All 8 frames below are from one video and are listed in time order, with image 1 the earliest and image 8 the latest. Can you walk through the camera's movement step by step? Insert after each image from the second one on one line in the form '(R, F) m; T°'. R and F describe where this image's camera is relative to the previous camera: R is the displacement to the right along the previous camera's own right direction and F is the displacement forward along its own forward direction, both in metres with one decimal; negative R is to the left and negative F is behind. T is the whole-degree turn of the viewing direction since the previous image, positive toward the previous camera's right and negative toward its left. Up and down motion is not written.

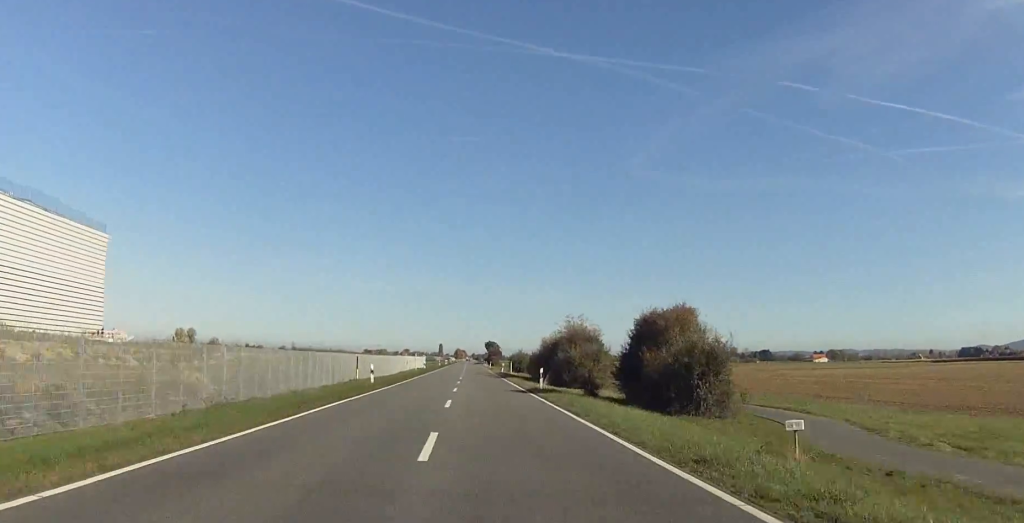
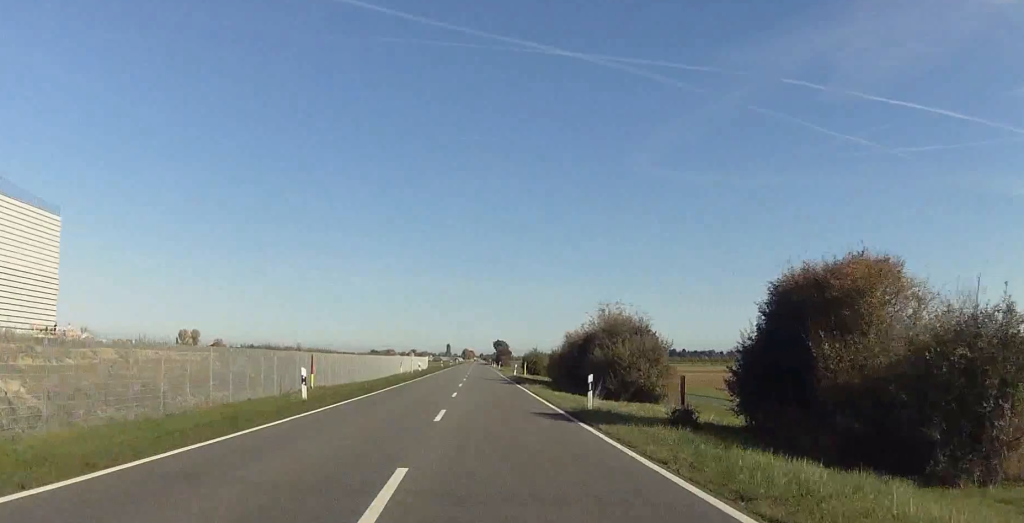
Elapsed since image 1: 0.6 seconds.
(-0.1, +16.8) m; -1°
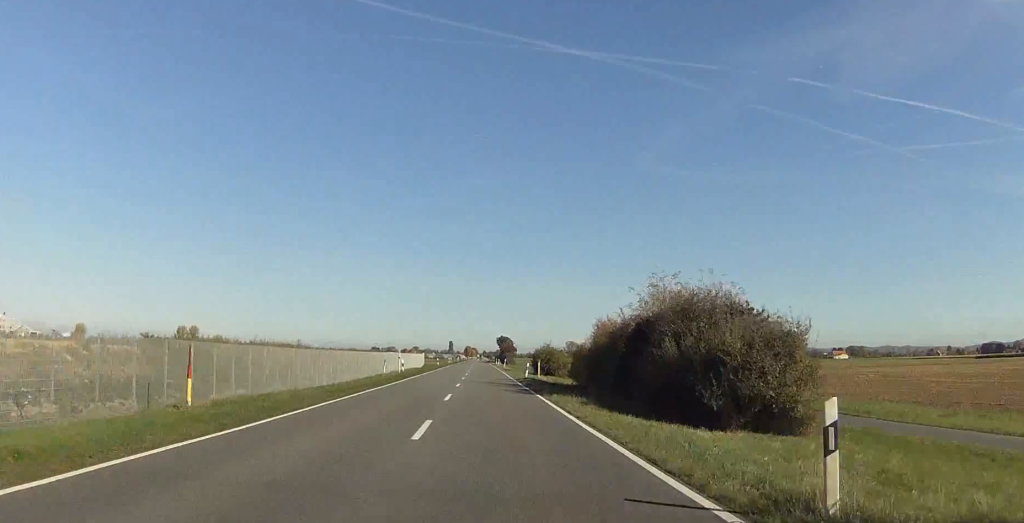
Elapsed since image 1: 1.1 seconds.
(-0.2, +17.0) m; 0°
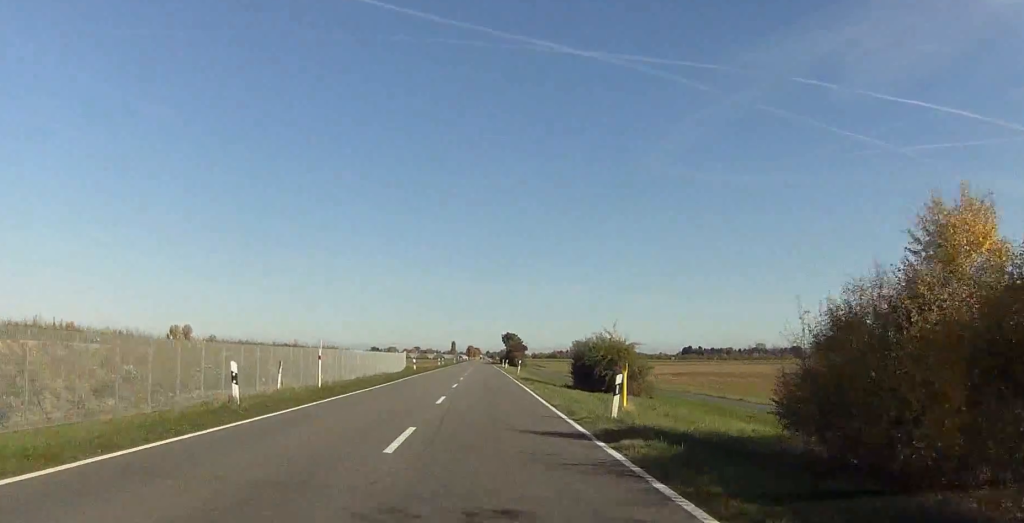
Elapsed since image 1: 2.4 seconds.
(+0.2, +38.3) m; +1°
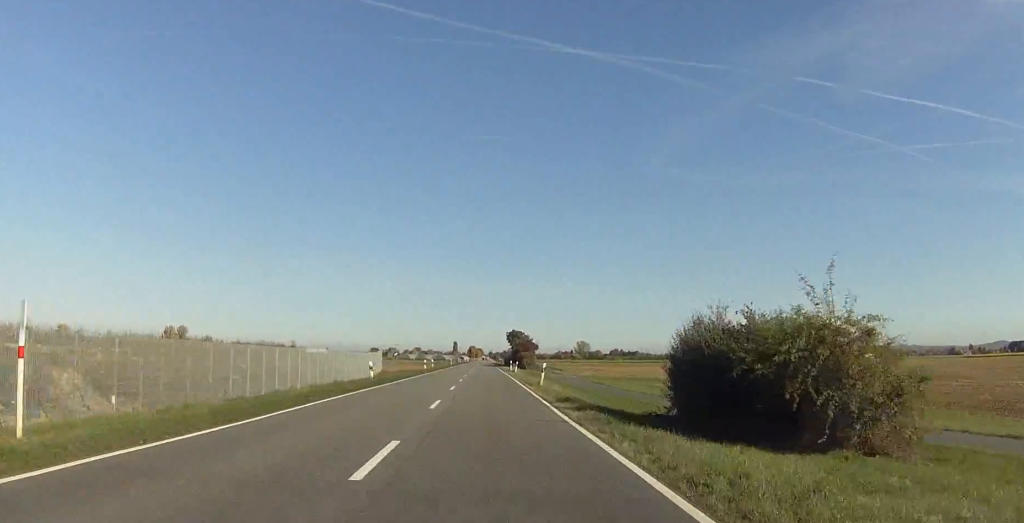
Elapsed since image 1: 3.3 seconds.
(+0.1, +26.3) m; 0°
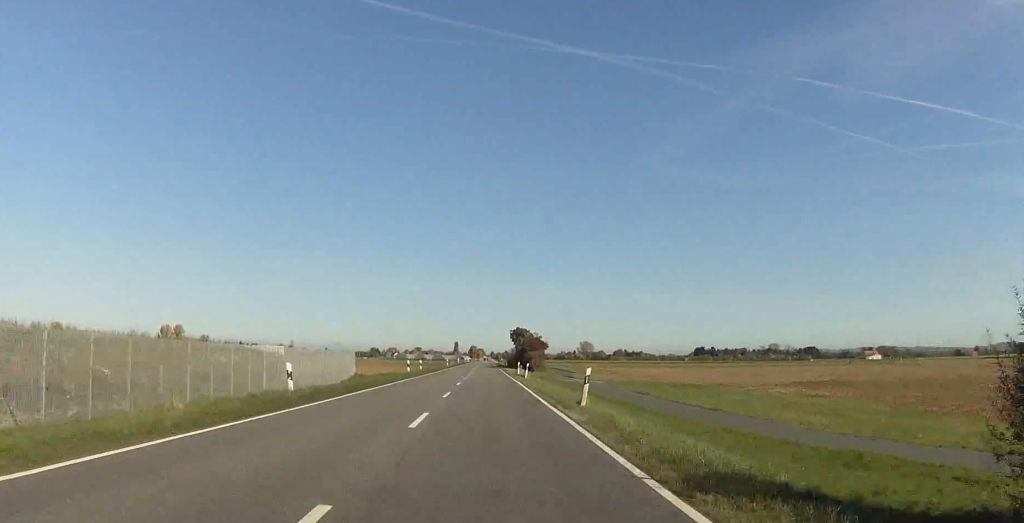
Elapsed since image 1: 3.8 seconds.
(-0.1, +17.4) m; -1°
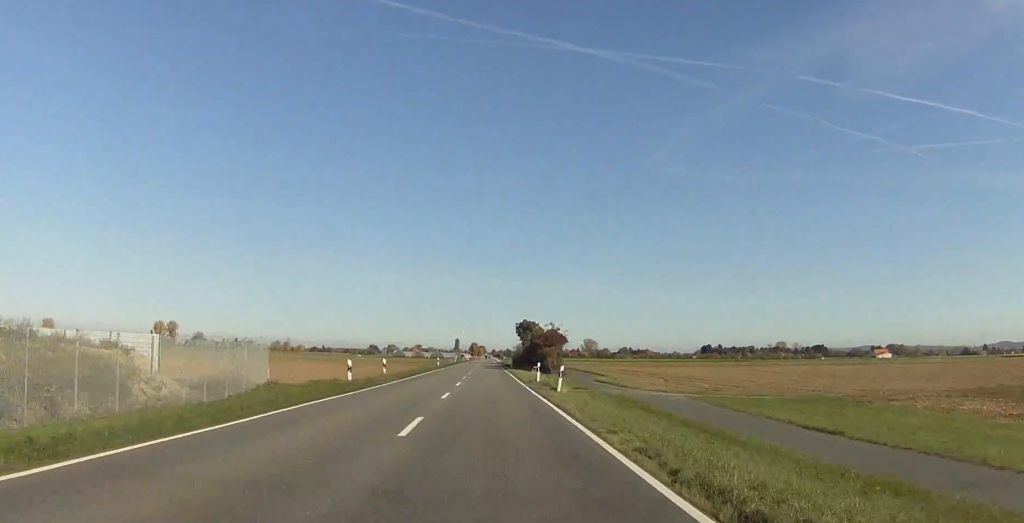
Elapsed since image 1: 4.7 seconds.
(-0.2, +25.7) m; -1°
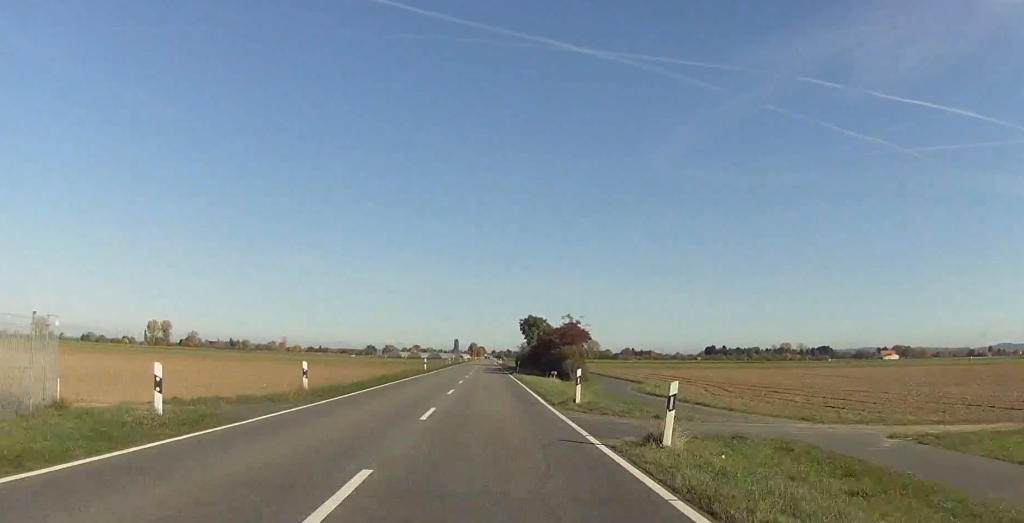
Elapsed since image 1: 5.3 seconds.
(-0.2, +19.9) m; 0°
